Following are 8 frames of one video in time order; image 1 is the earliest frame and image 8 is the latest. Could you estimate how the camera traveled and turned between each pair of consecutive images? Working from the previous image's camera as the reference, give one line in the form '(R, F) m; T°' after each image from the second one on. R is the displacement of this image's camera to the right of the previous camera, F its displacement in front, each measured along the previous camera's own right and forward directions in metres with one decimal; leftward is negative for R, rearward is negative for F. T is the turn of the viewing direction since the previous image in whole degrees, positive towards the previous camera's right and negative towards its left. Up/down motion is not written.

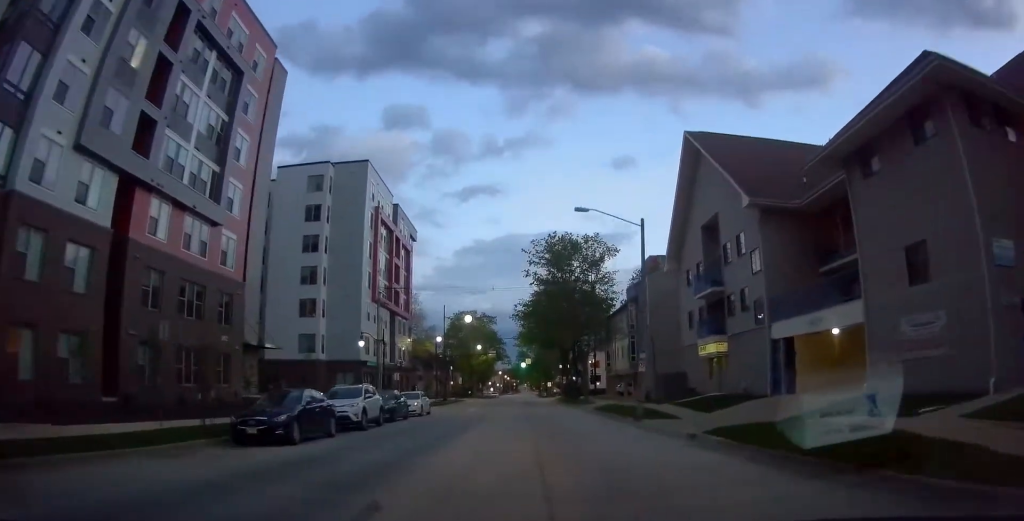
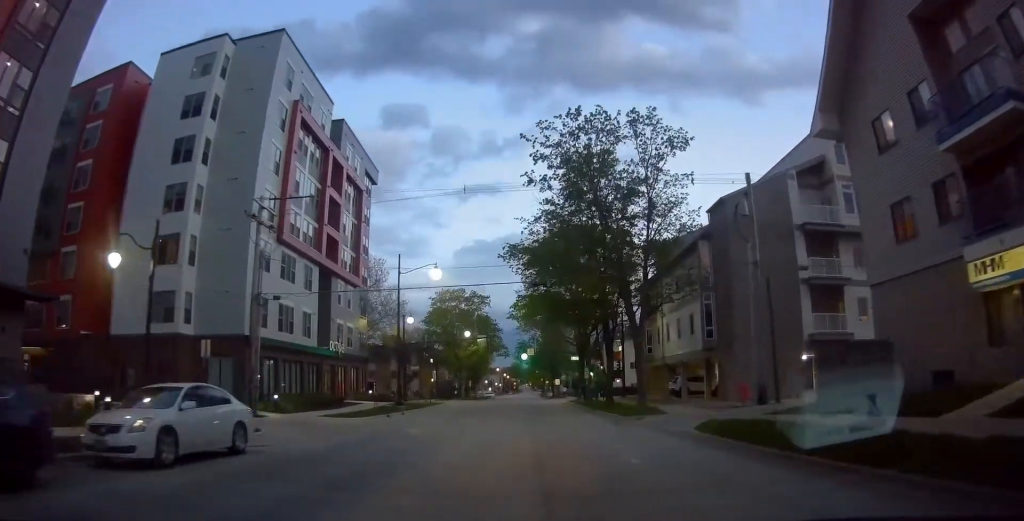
(+0.1, +25.3) m; +9°
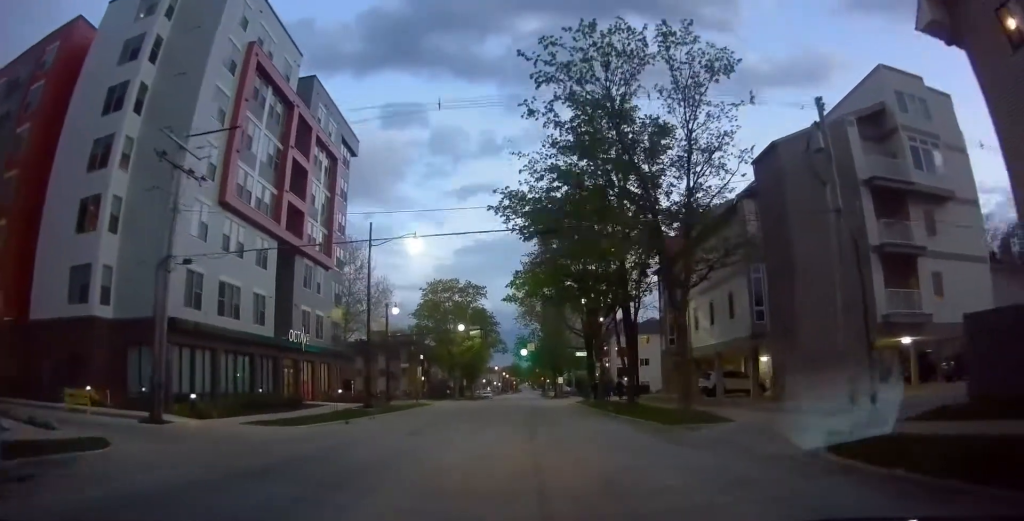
(+0.1, +8.0) m; 0°
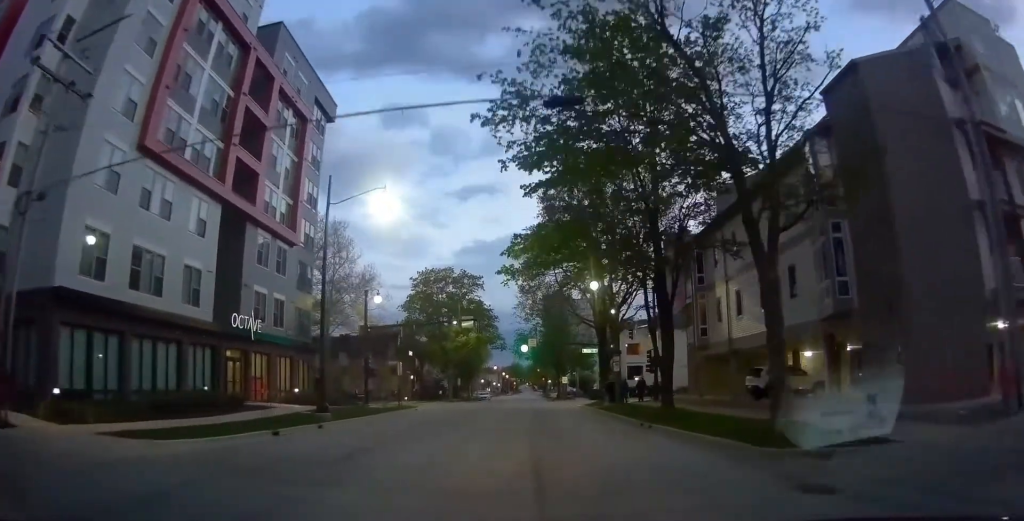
(0.0, +8.0) m; 0°
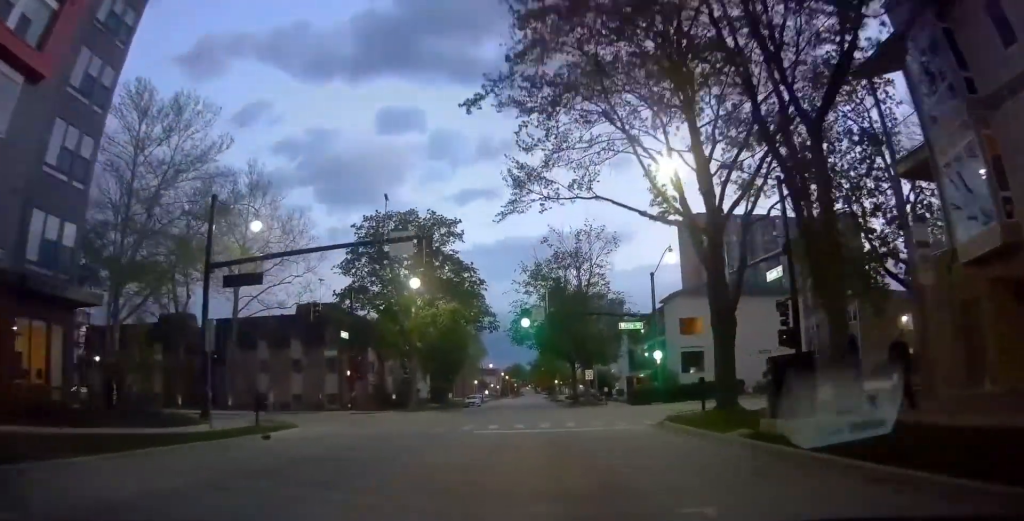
(-1.4, +27.2) m; -3°
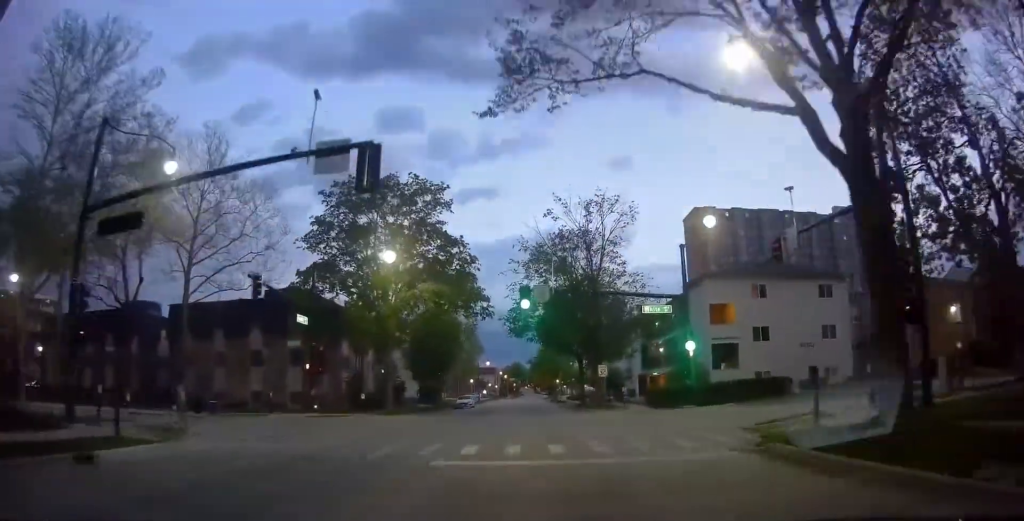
(+0.5, +8.8) m; +2°
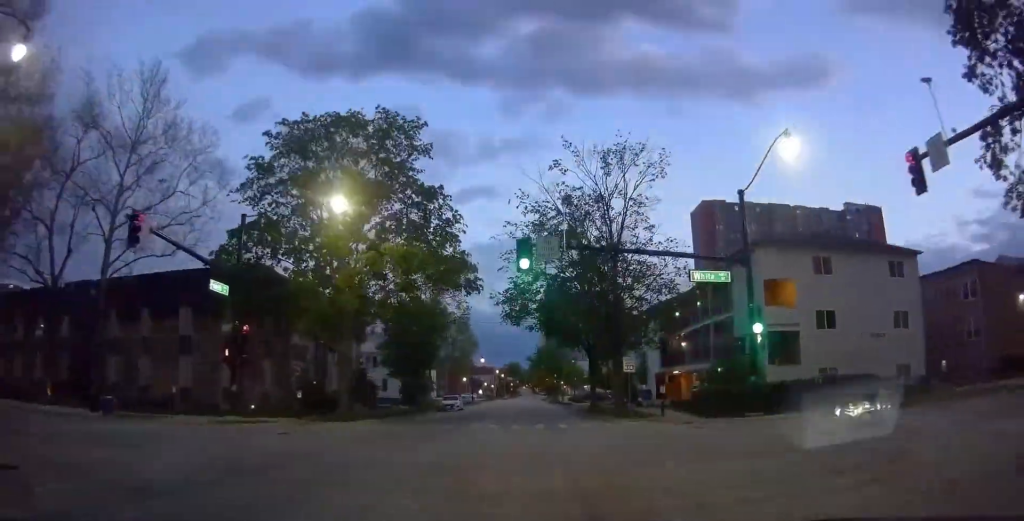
(+0.2, +10.3) m; +1°
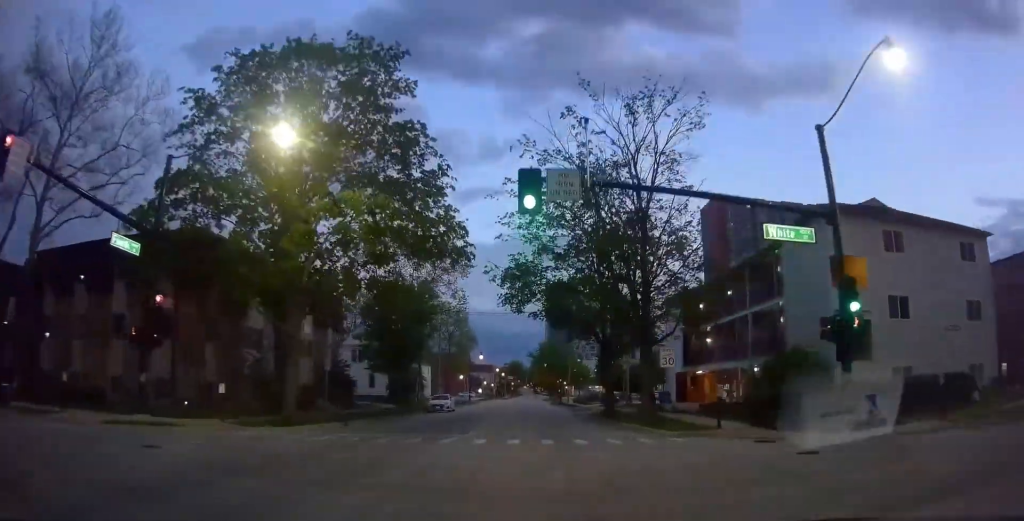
(0.0, +7.5) m; 0°
